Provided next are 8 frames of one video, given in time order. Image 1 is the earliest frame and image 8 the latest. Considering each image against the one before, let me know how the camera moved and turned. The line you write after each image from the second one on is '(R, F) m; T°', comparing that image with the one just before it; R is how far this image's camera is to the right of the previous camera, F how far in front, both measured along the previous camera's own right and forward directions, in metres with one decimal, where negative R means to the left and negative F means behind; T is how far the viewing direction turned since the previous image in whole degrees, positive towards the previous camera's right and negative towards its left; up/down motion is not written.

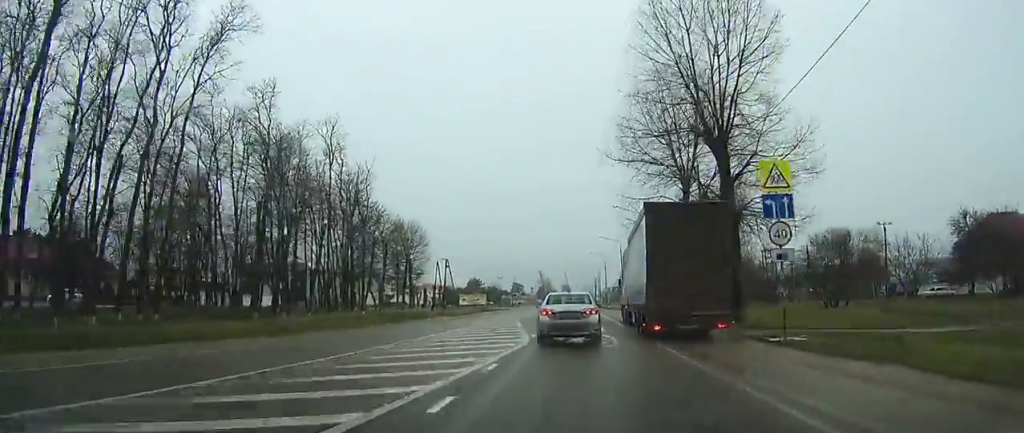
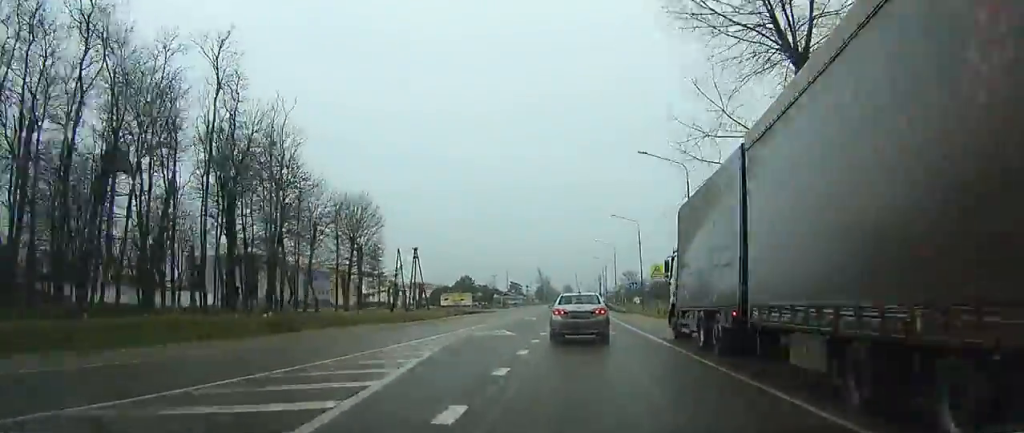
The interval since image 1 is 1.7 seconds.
(+0.1, +24.2) m; 0°
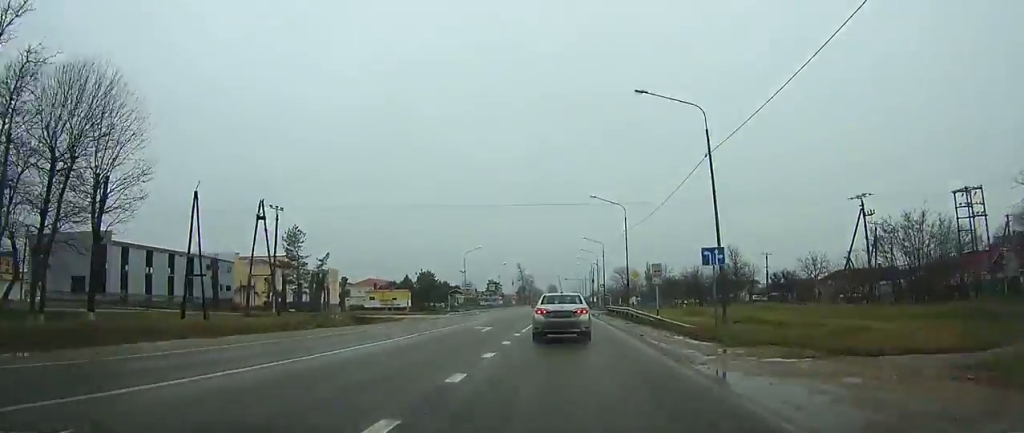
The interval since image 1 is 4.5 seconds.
(0.0, +41.0) m; 0°
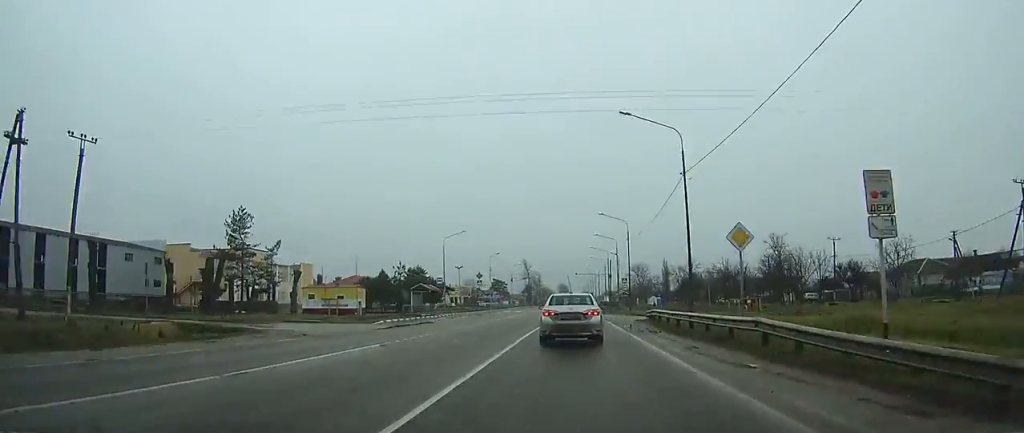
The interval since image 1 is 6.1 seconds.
(0.0, +24.5) m; 0°
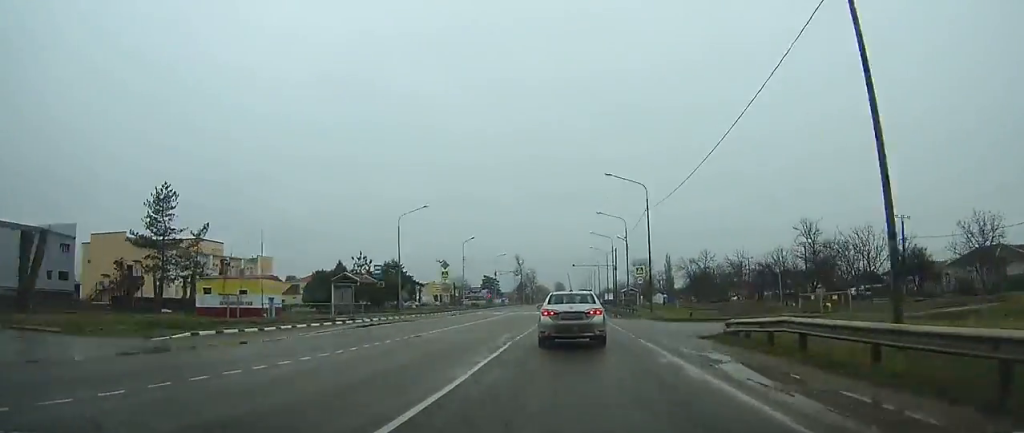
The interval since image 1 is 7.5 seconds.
(-0.1, +19.4) m; 0°
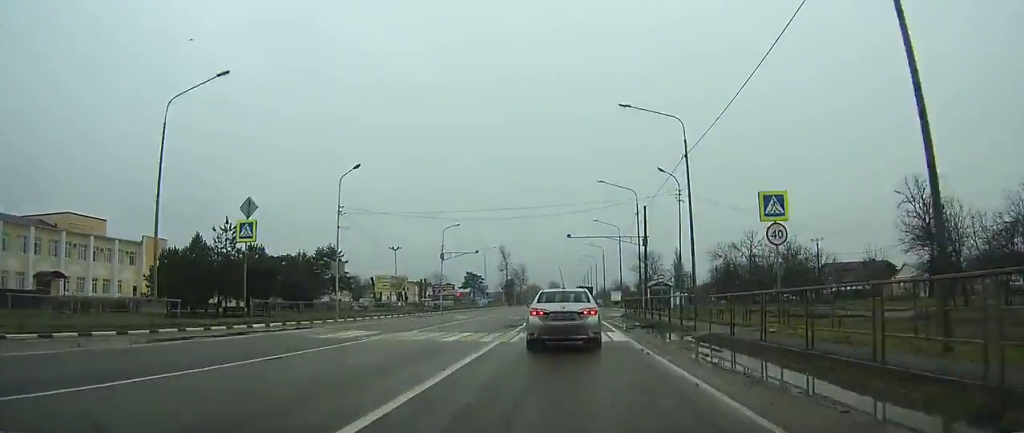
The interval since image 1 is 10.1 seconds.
(-0.2, +36.9) m; 0°
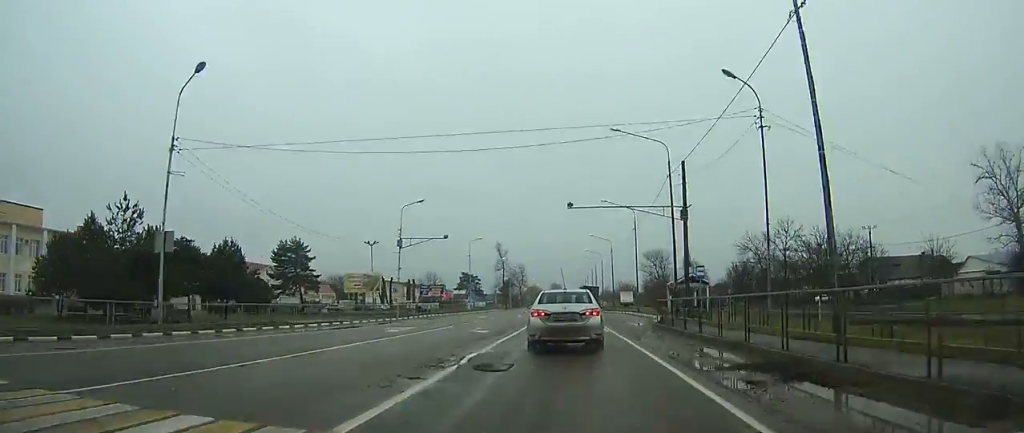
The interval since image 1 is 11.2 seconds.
(0.0, +15.4) m; 0°
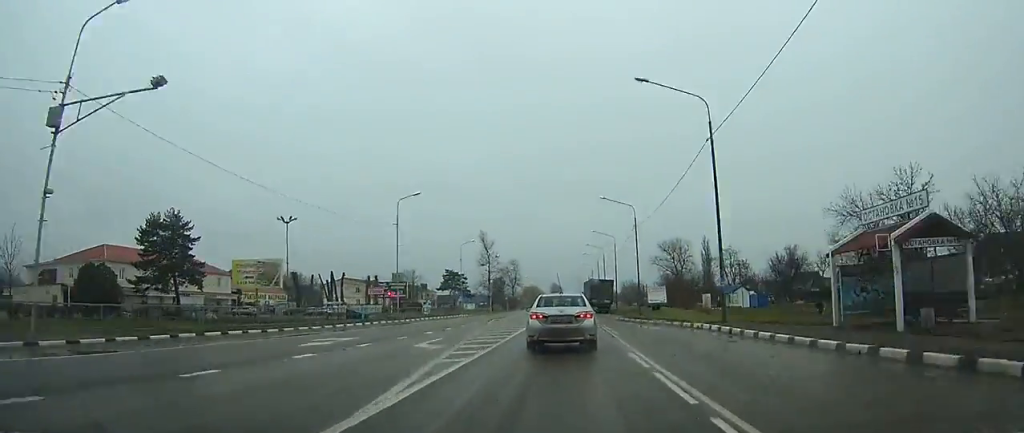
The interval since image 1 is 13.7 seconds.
(0.0, +32.9) m; 0°
